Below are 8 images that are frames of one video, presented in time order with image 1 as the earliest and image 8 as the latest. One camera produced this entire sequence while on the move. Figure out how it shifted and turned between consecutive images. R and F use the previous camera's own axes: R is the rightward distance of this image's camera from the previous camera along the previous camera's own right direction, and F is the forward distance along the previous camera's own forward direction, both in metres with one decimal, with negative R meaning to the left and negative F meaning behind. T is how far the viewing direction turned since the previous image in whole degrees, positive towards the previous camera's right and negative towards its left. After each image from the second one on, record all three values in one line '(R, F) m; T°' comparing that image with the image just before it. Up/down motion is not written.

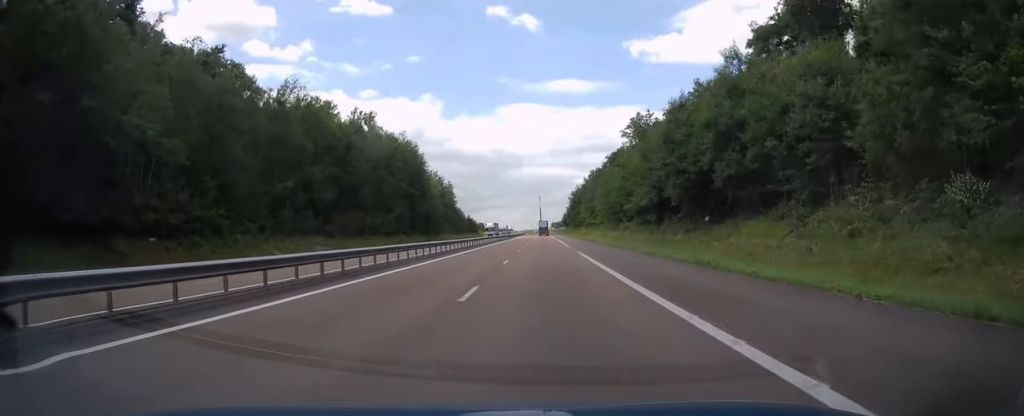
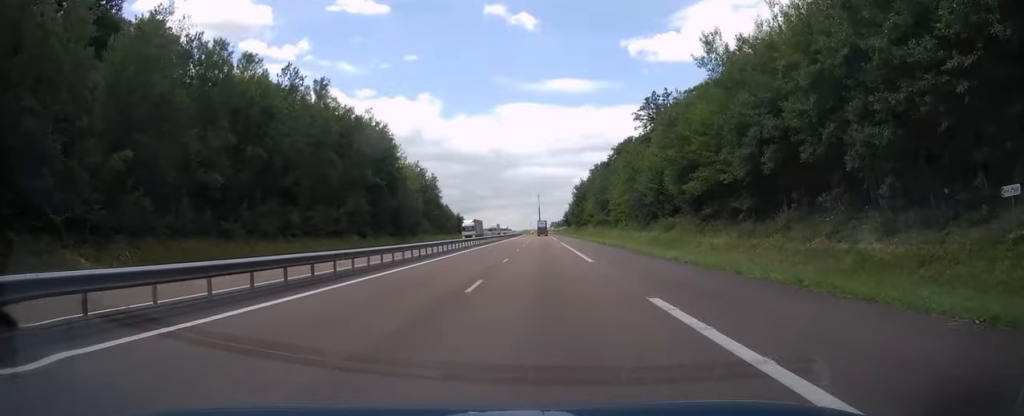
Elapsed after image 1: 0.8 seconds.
(+0.2, +24.5) m; 0°
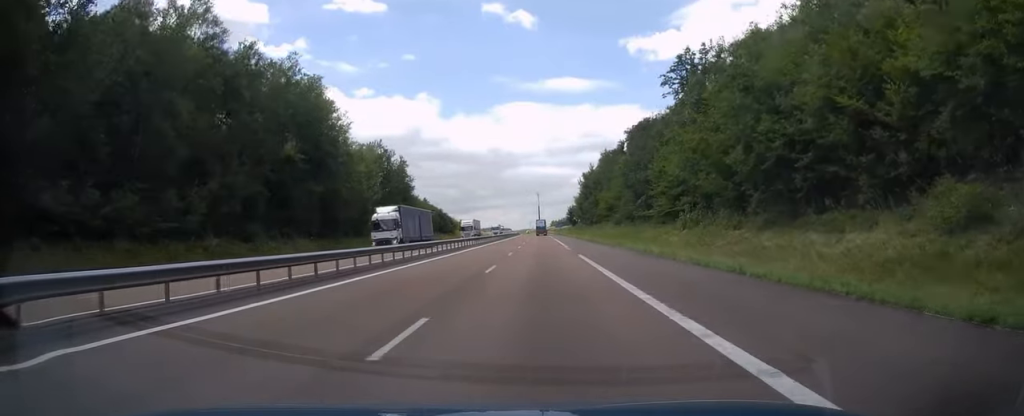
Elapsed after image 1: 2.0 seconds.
(-0.2, +33.3) m; 0°
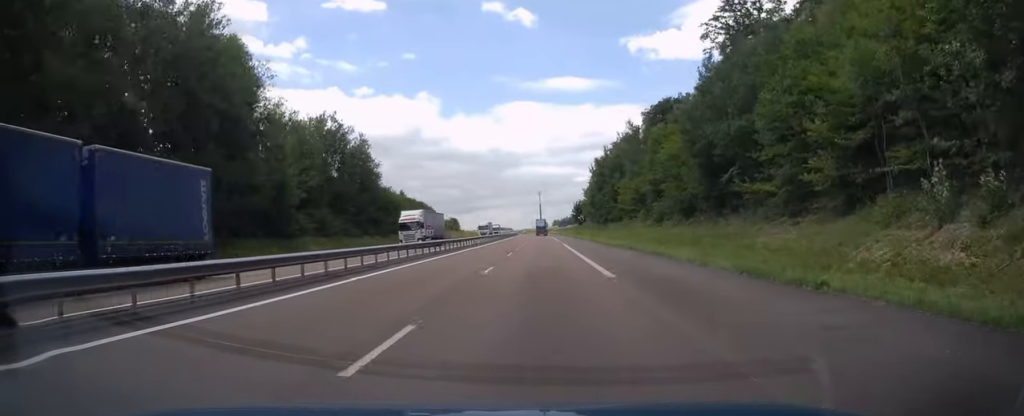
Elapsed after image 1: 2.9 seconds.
(-0.1, +27.0) m; 0°
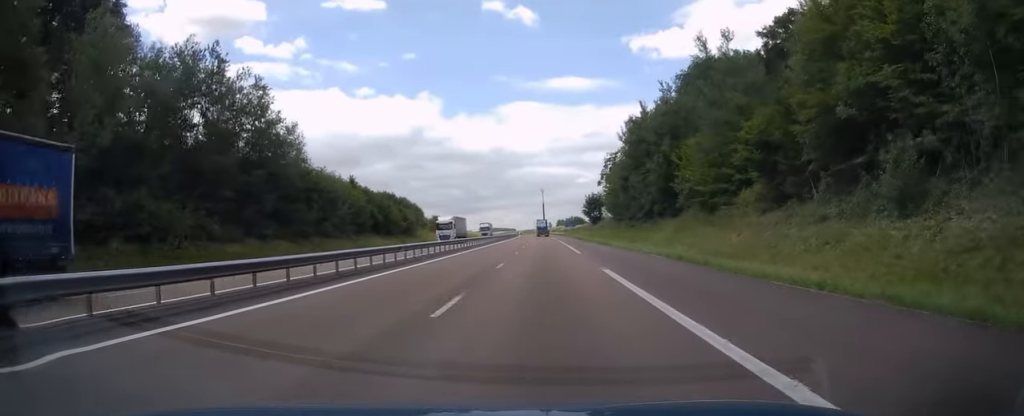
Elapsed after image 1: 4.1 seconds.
(0.0, +35.3) m; 0°
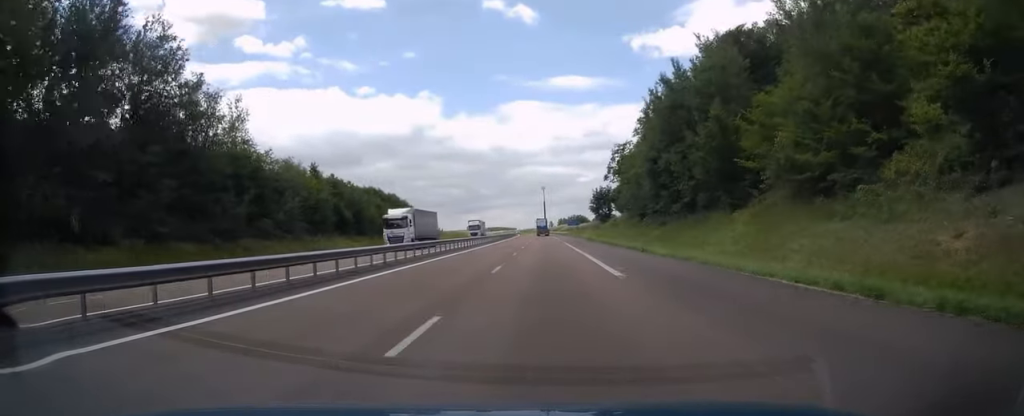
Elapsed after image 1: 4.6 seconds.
(-0.1, +16.2) m; 0°
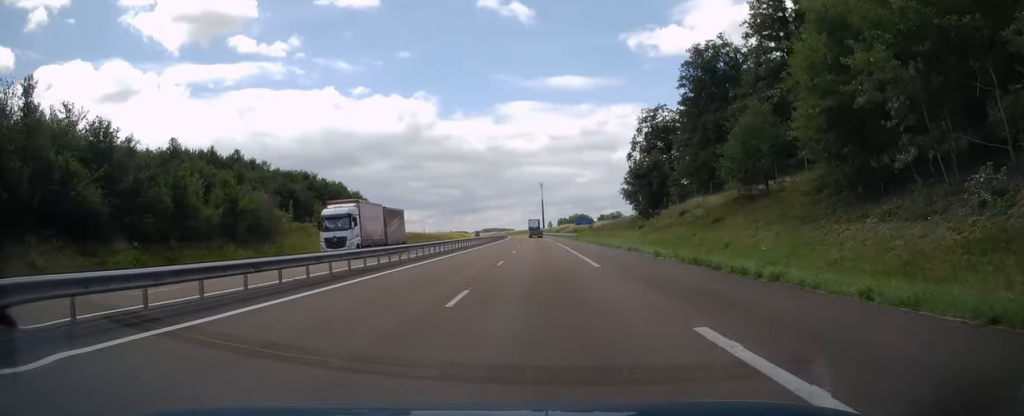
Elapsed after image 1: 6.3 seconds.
(-0.1, +48.1) m; -1°
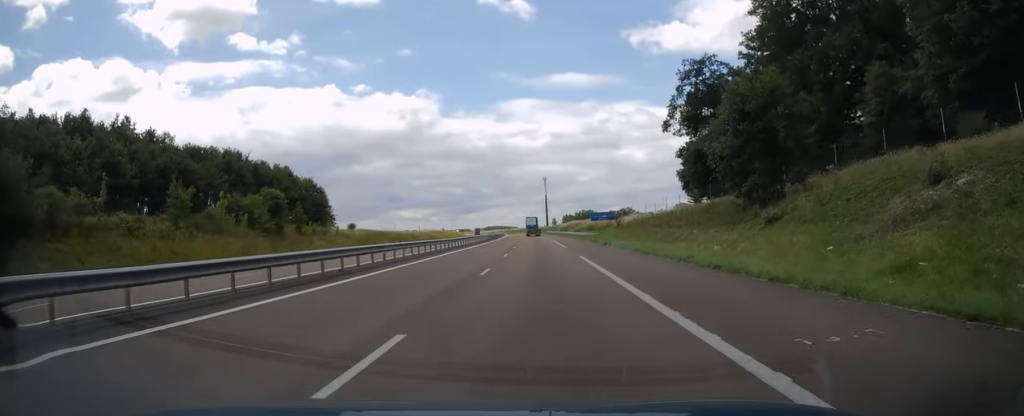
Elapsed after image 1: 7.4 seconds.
(-0.1, +32.5) m; 0°
